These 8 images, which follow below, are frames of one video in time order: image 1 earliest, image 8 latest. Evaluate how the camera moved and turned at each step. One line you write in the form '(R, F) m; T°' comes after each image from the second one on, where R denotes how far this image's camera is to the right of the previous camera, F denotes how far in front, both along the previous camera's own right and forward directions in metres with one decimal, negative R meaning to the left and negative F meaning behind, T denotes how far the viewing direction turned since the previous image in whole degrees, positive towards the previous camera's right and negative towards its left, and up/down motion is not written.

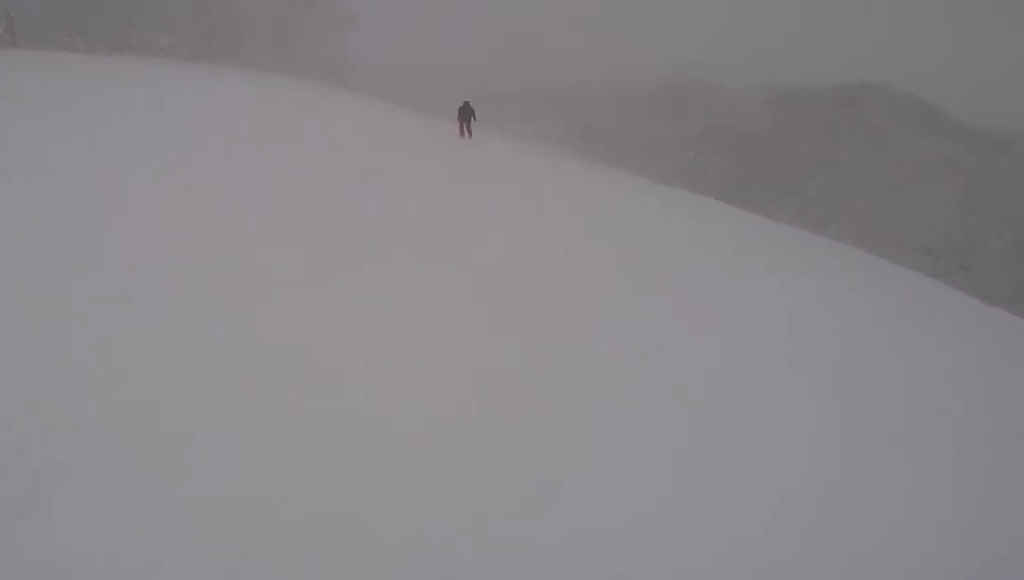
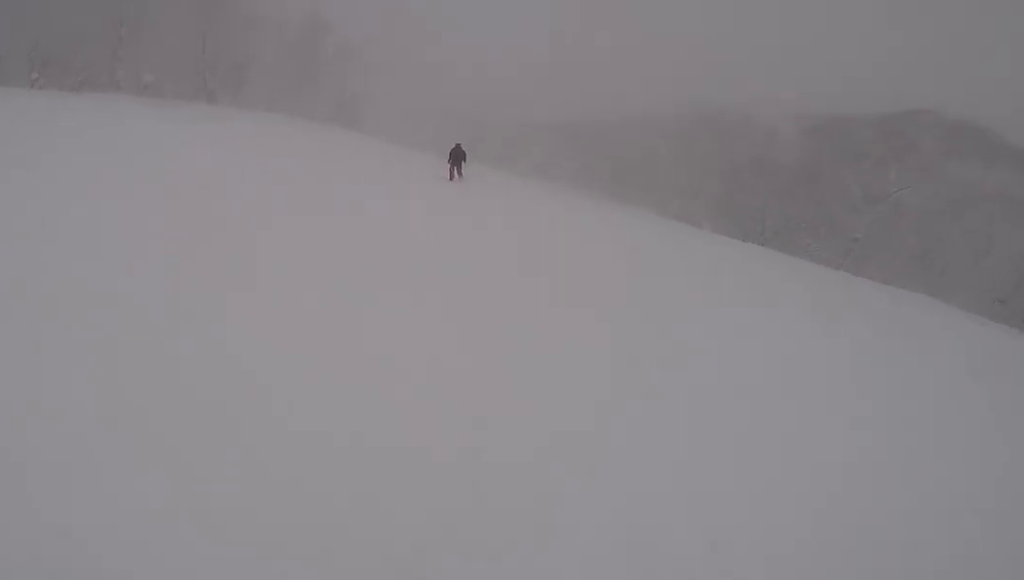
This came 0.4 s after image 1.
(+0.2, +4.4) m; -6°
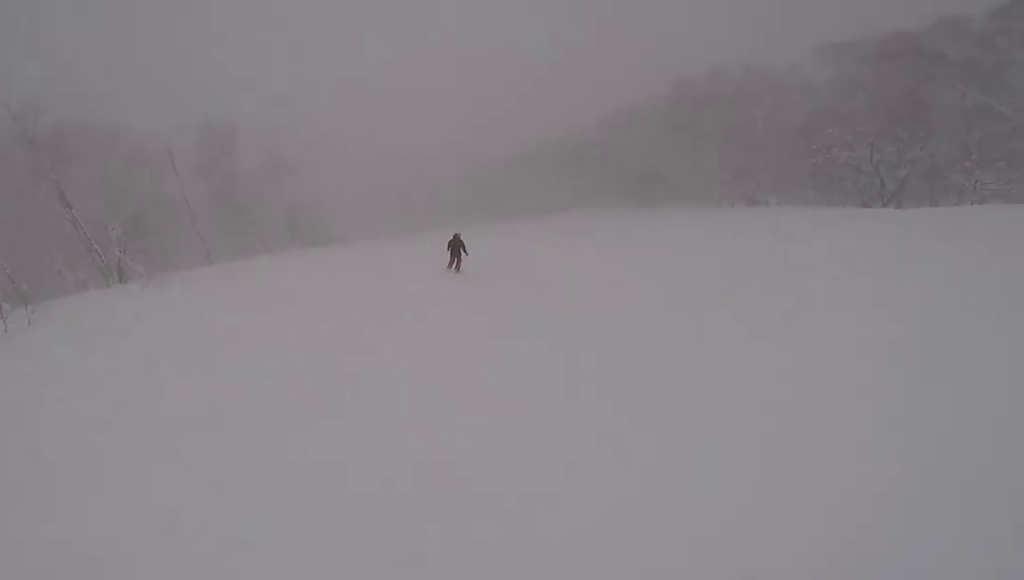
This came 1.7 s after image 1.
(-2.2, +13.7) m; -2°
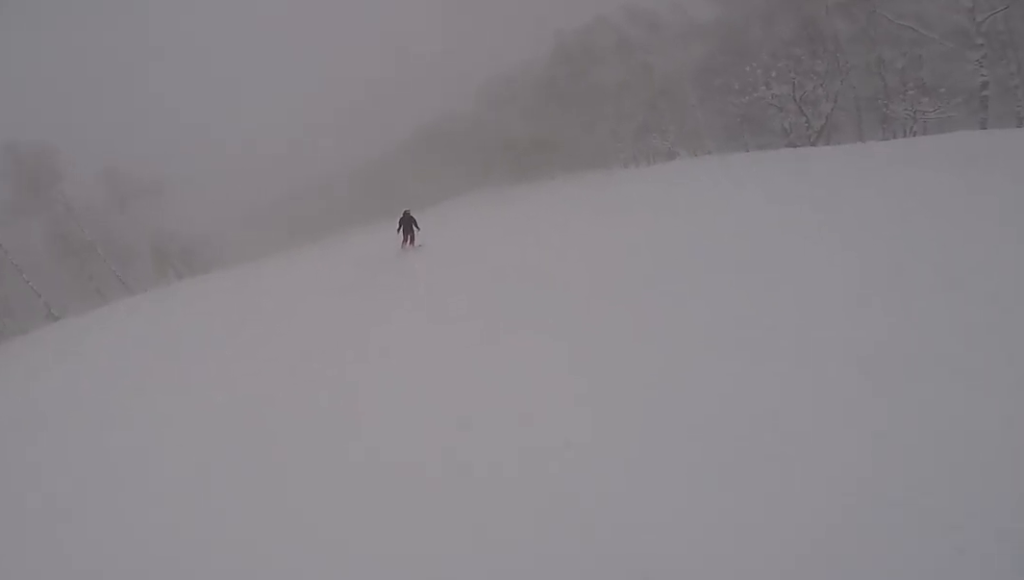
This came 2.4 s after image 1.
(-0.5, +6.7) m; +11°
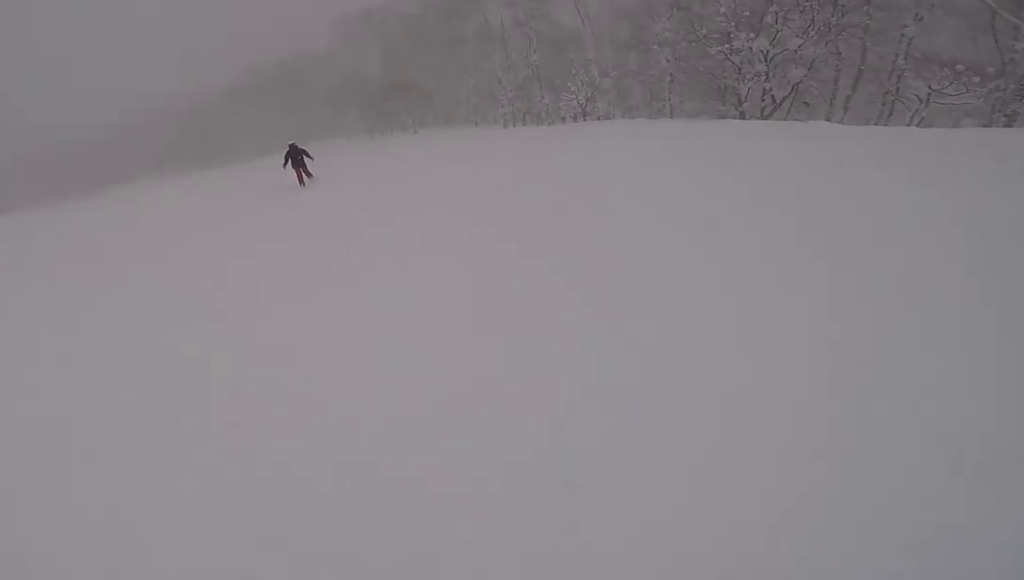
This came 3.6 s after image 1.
(+3.4, +12.2) m; +16°
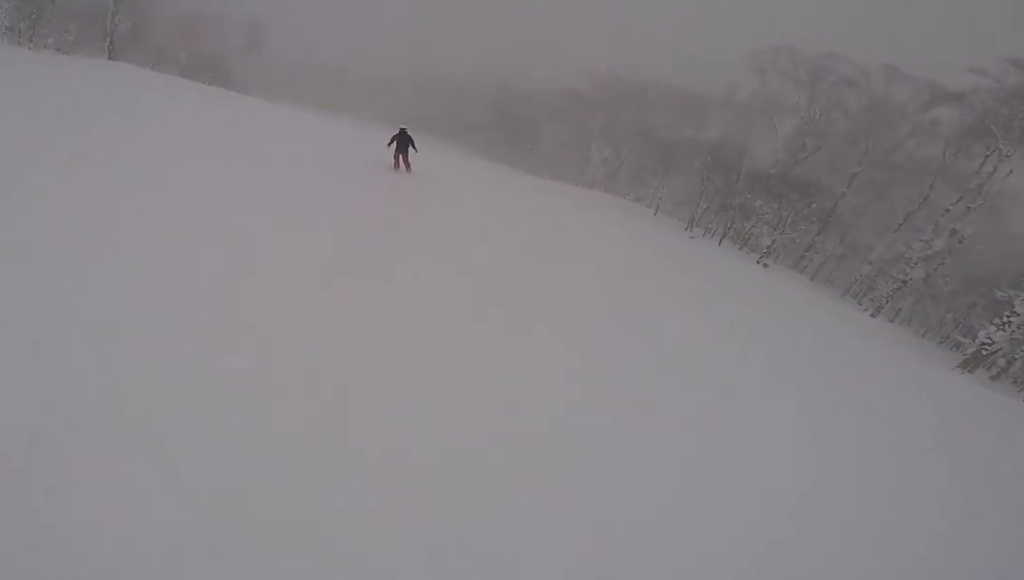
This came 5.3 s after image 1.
(0.0, +19.0) m; -16°
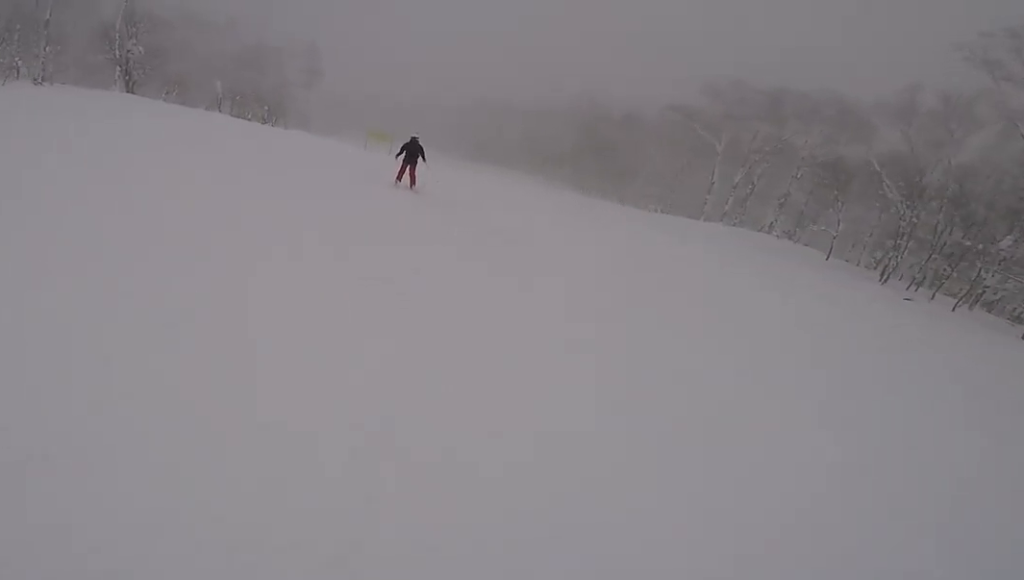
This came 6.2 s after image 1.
(-2.6, +8.9) m; -22°
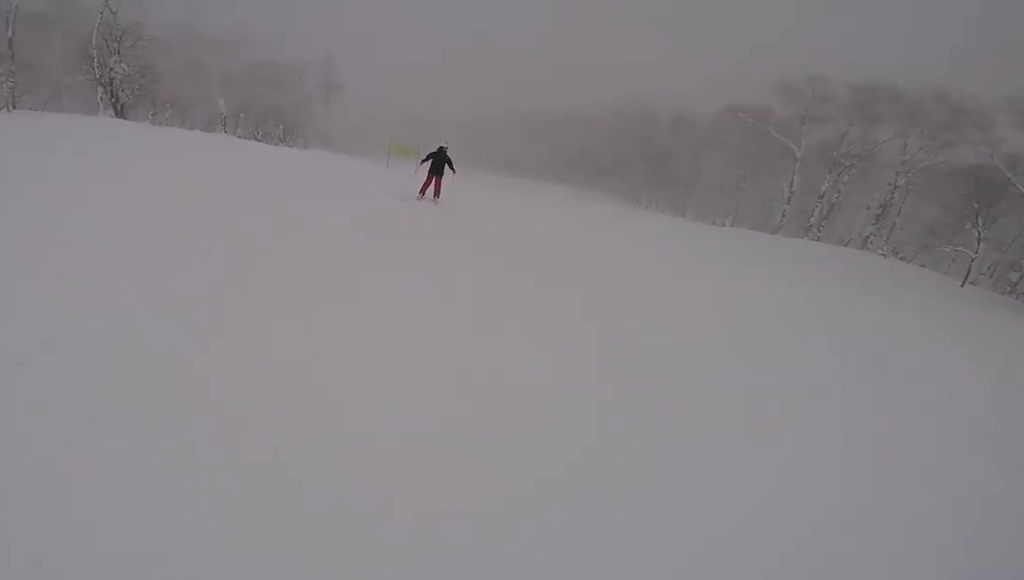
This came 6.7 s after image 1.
(-0.6, +4.9) m; -2°
